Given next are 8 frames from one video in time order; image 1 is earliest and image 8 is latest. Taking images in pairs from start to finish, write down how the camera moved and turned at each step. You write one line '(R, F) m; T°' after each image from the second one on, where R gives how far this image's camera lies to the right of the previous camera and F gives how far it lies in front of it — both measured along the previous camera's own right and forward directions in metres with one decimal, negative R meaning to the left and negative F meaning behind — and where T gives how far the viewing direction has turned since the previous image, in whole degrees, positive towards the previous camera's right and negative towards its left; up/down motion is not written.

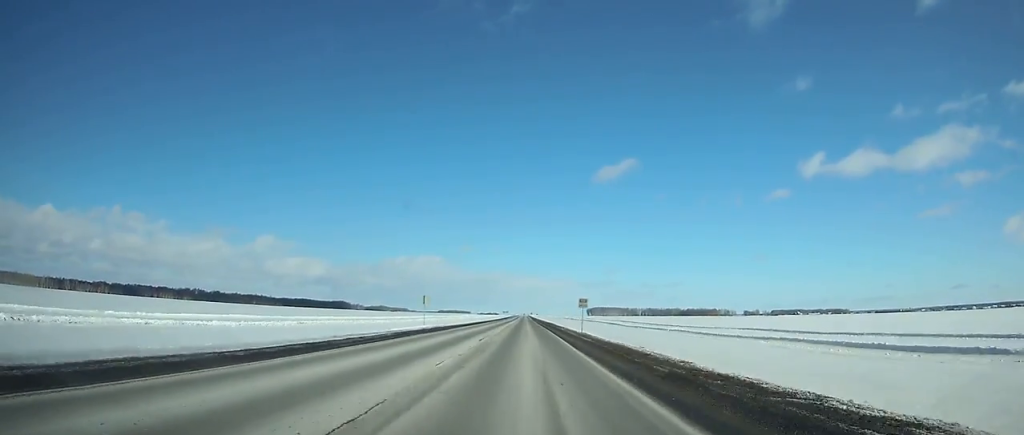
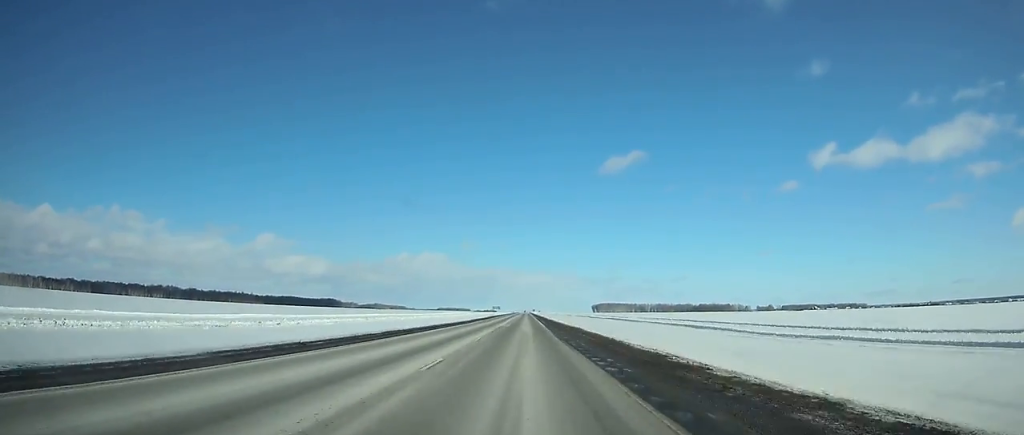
(-0.1, +108.8) m; 0°
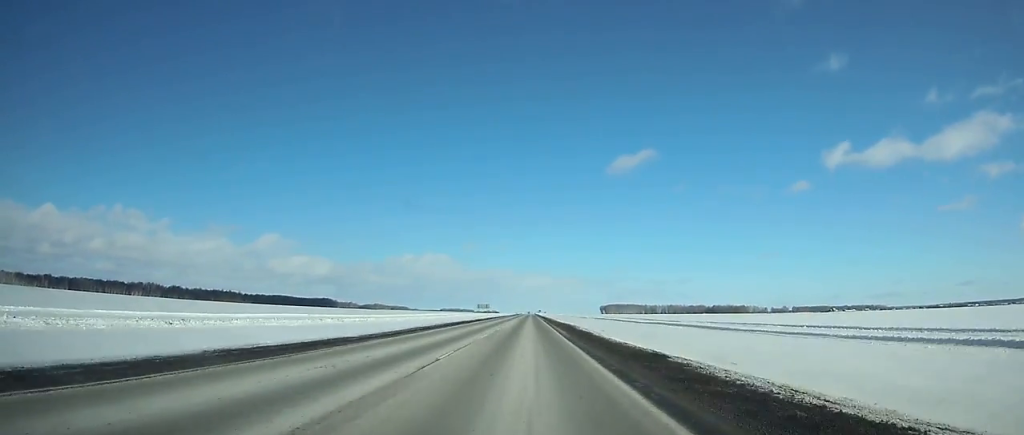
(0.0, +81.7) m; 0°
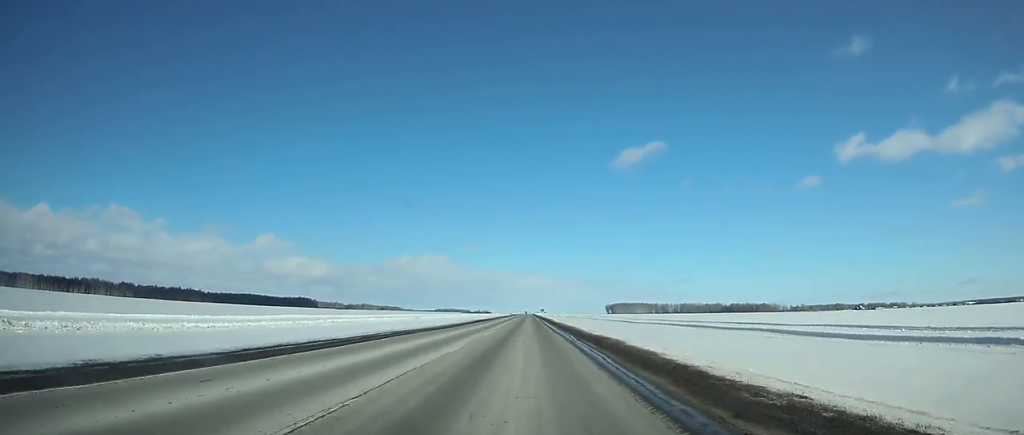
(+0.2, +159.5) m; 0°
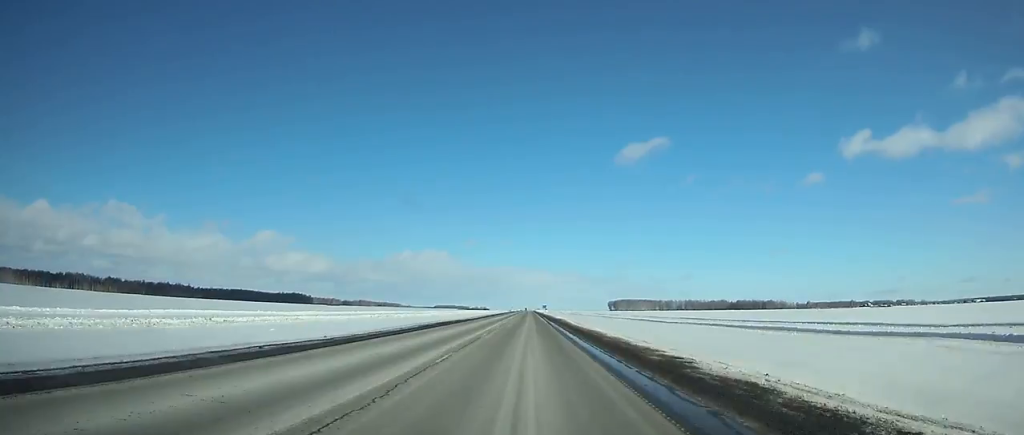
(0.0, +40.5) m; 0°
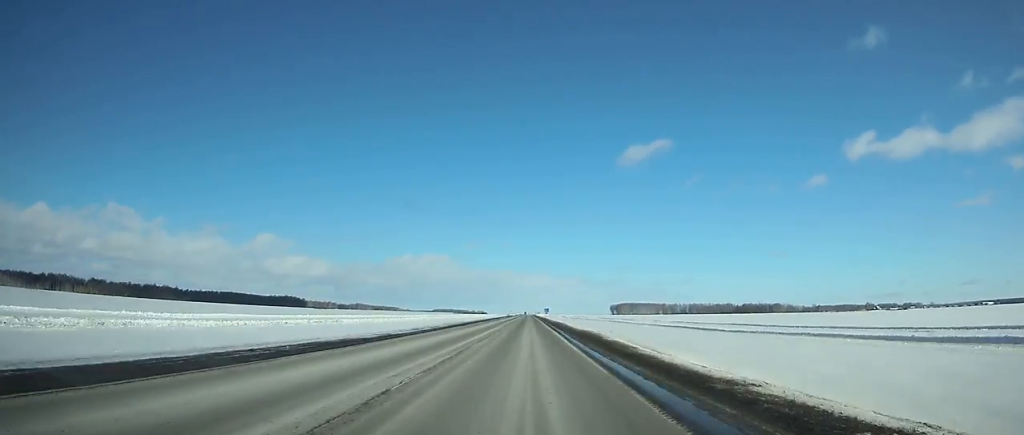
(0.0, +43.2) m; 0°
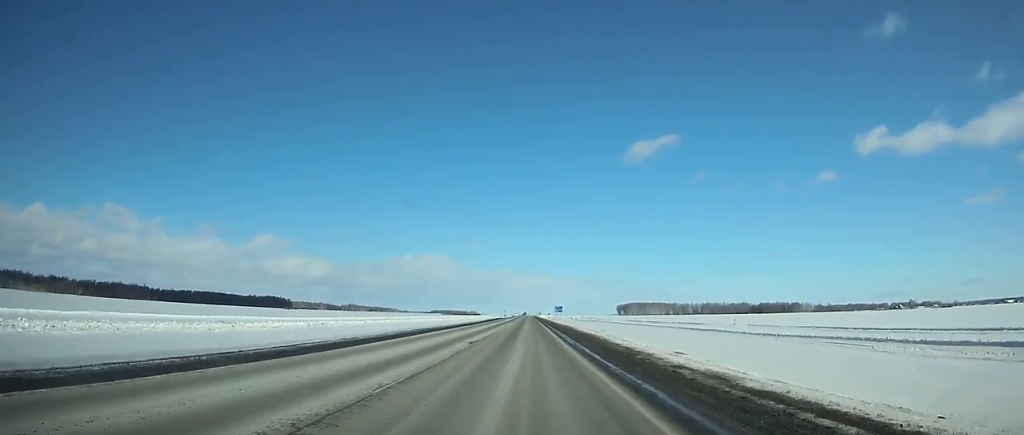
(-0.1, +97.2) m; 0°
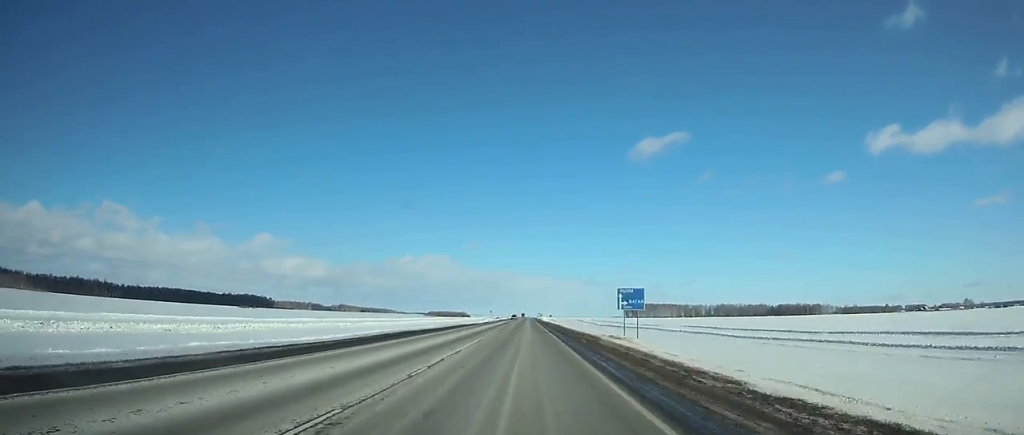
(-0.1, +98.8) m; 0°
